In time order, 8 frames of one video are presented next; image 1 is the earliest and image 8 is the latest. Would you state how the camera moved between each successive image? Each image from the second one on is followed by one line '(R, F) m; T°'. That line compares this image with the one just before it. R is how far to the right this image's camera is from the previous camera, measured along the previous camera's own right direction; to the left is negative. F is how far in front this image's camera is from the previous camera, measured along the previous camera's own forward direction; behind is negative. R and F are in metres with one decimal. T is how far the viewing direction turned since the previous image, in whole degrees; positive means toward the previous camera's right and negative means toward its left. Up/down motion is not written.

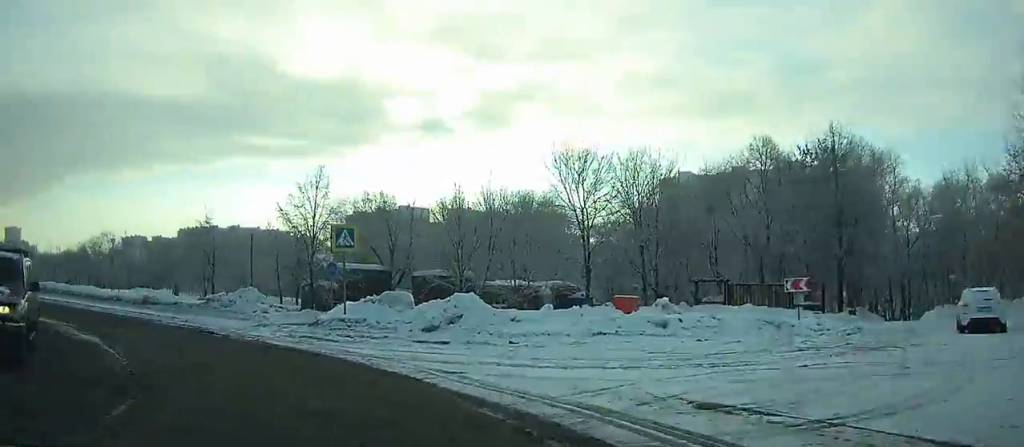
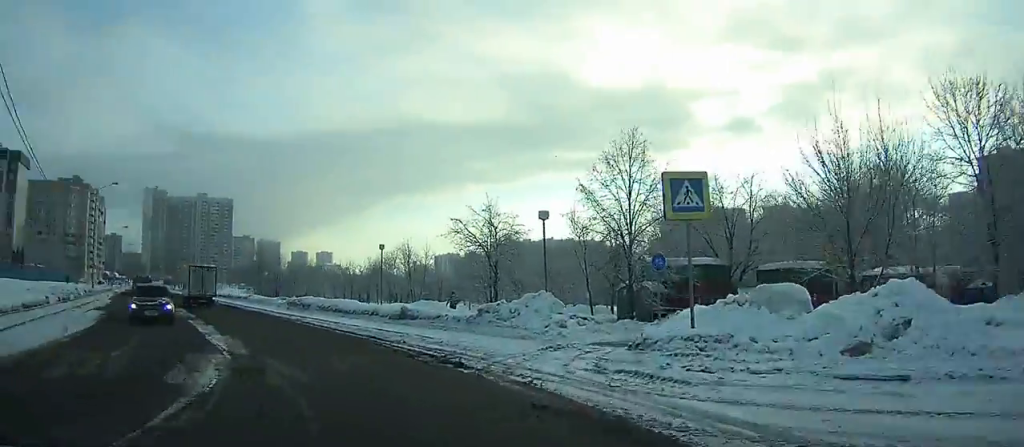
(+0.1, +9.8) m; -21°
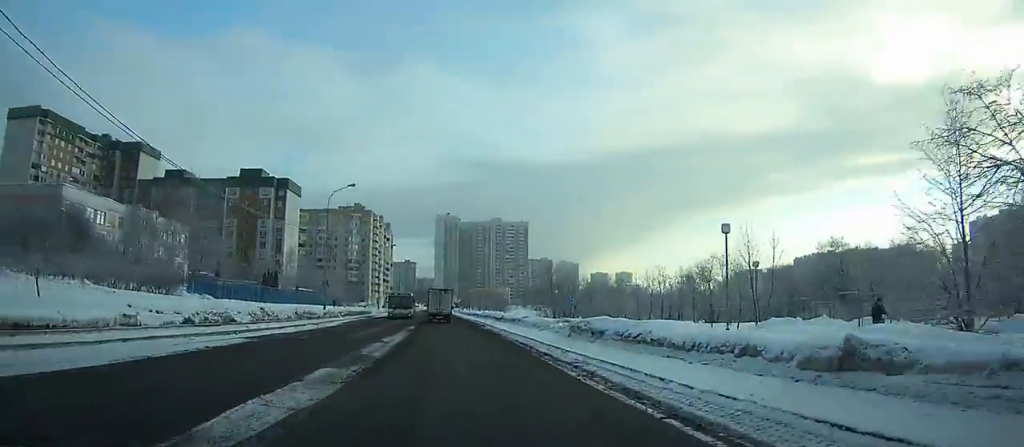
(-5.9, +16.3) m; -16°
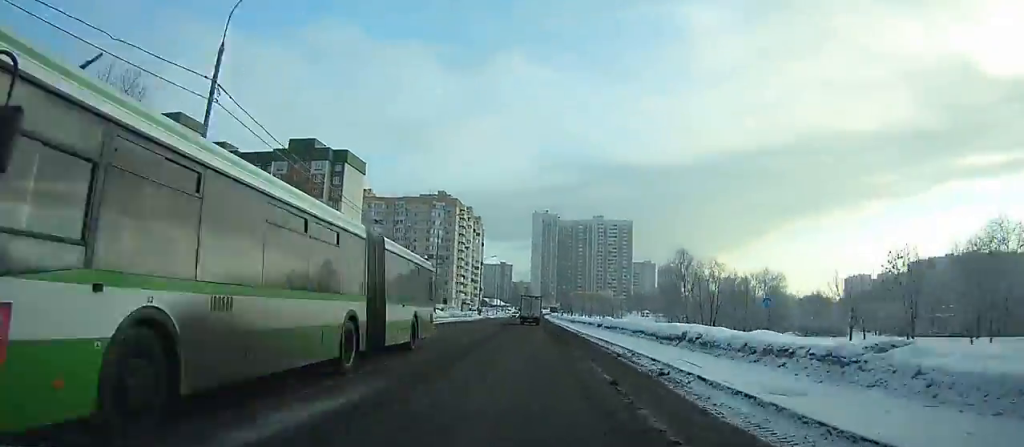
(-5.3, +33.3) m; -10°
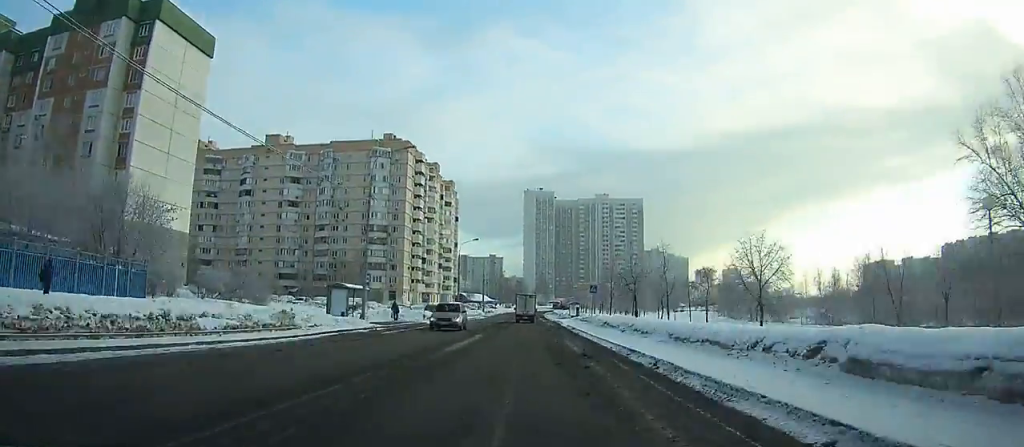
(-0.3, +67.8) m; 0°
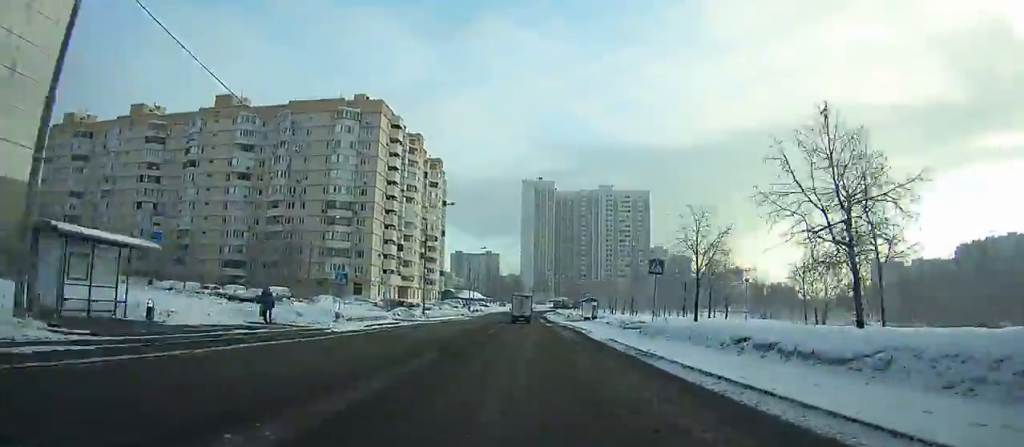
(+0.2, +25.7) m; 0°
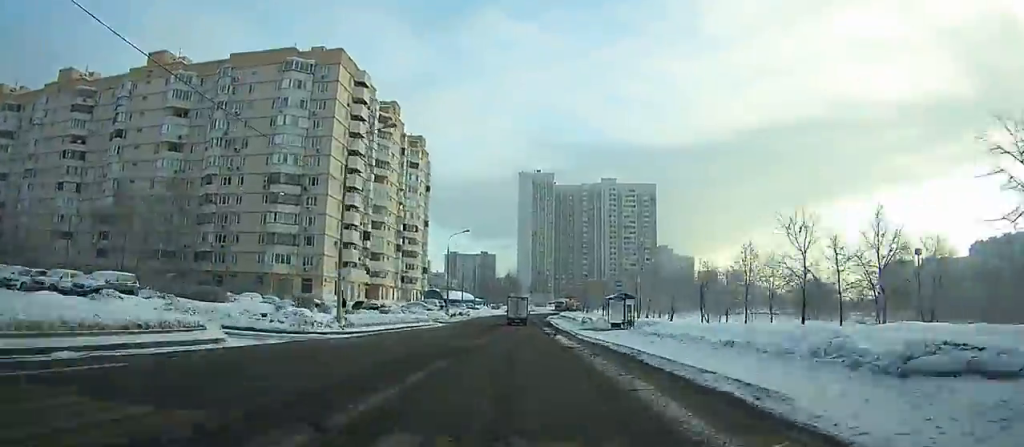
(+0.2, +24.8) m; 0°
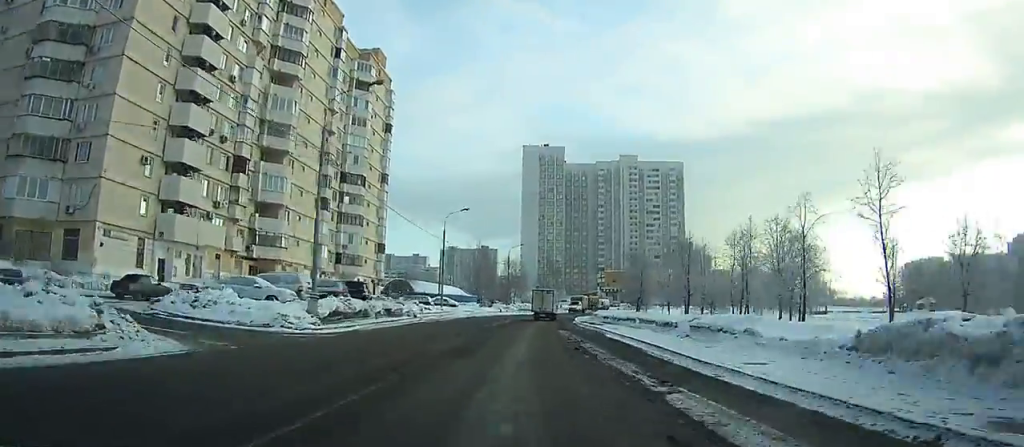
(+0.3, +48.6) m; +3°
